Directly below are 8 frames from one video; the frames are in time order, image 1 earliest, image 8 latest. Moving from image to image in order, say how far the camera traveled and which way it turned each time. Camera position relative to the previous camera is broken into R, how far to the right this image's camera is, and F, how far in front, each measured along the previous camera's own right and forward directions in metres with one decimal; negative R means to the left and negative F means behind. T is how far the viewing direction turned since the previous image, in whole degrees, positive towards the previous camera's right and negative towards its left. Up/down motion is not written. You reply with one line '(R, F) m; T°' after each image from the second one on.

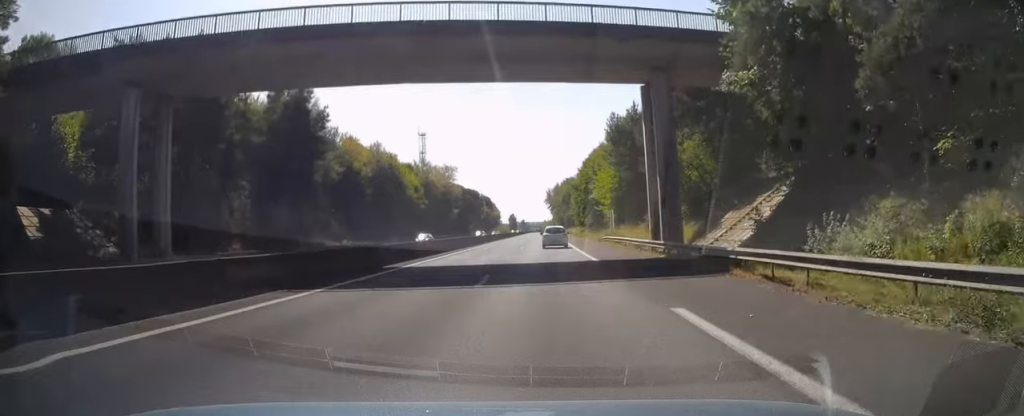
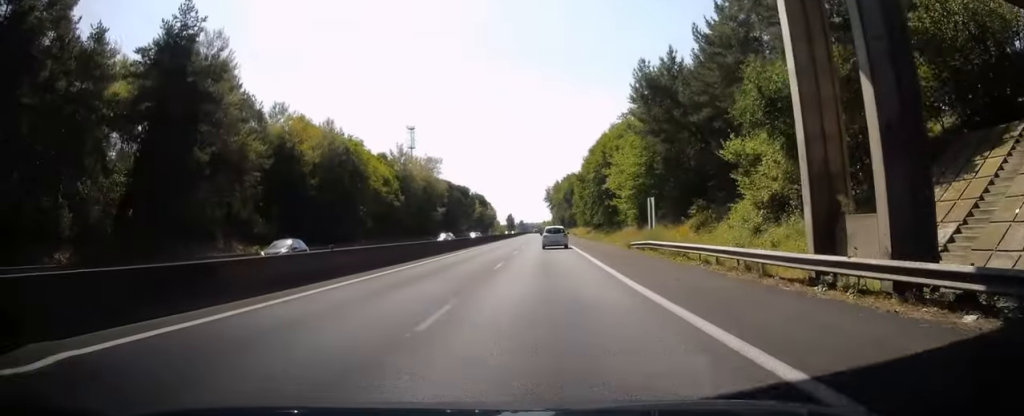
(+0.3, +19.6) m; +1°
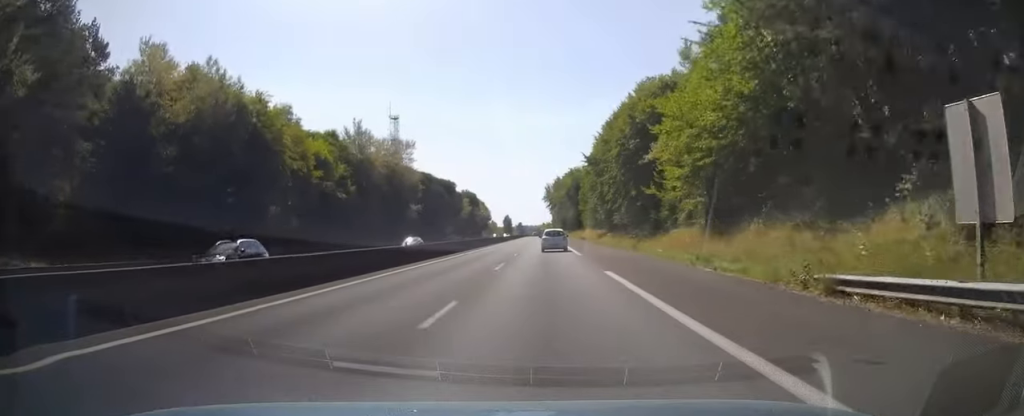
(+0.1, +26.0) m; 0°
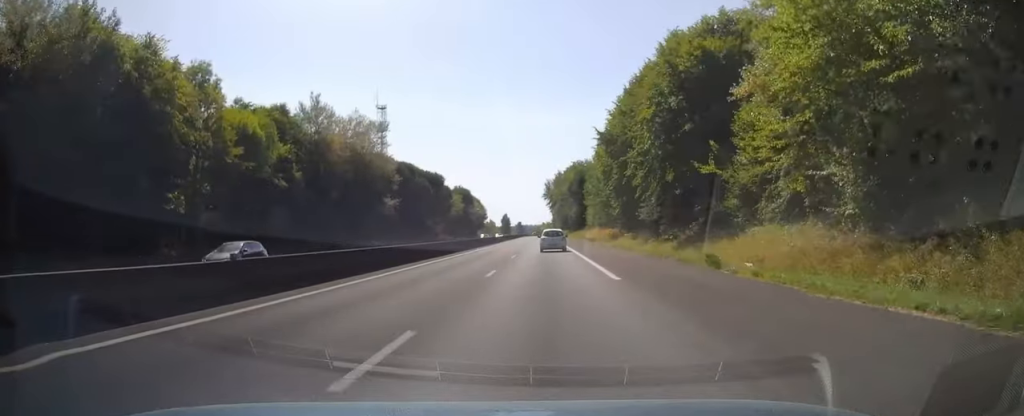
(0.0, +16.9) m; 0°
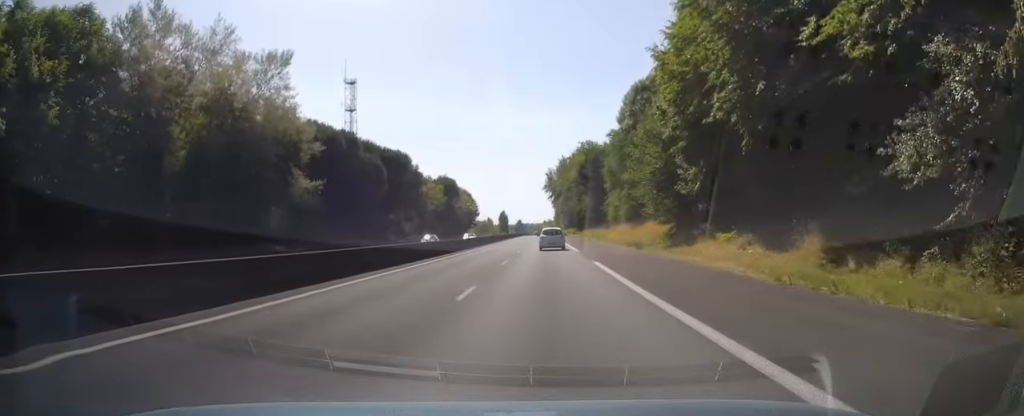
(-0.2, +32.9) m; 0°
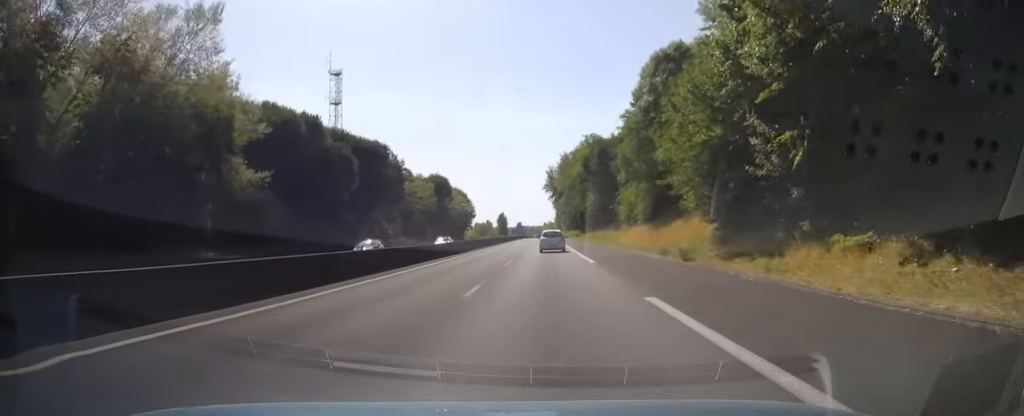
(0.0, +12.2) m; 0°
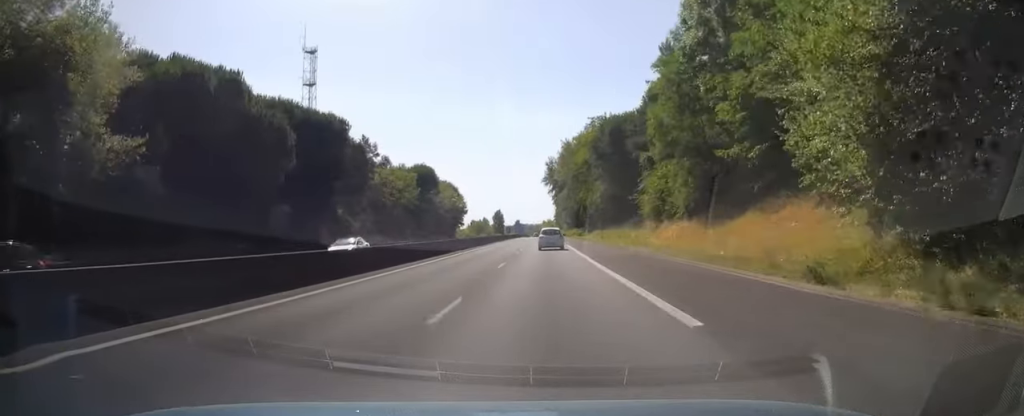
(+0.1, +17.1) m; 0°
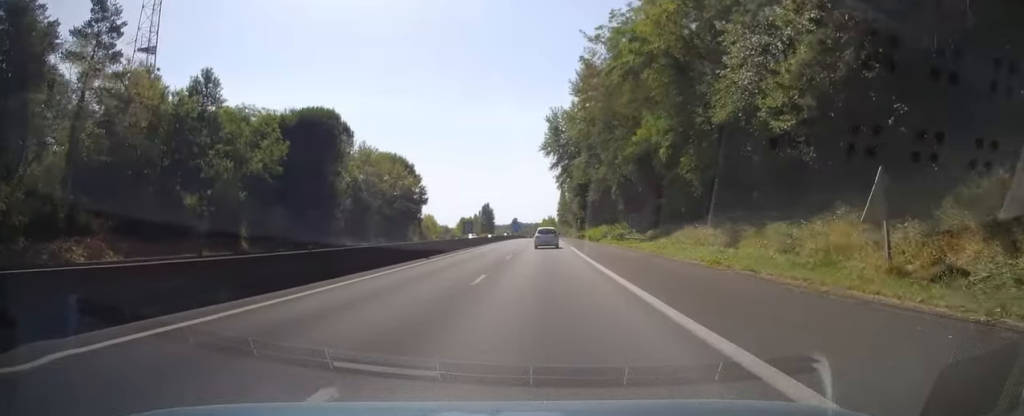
(-0.1, +59.7) m; -1°
